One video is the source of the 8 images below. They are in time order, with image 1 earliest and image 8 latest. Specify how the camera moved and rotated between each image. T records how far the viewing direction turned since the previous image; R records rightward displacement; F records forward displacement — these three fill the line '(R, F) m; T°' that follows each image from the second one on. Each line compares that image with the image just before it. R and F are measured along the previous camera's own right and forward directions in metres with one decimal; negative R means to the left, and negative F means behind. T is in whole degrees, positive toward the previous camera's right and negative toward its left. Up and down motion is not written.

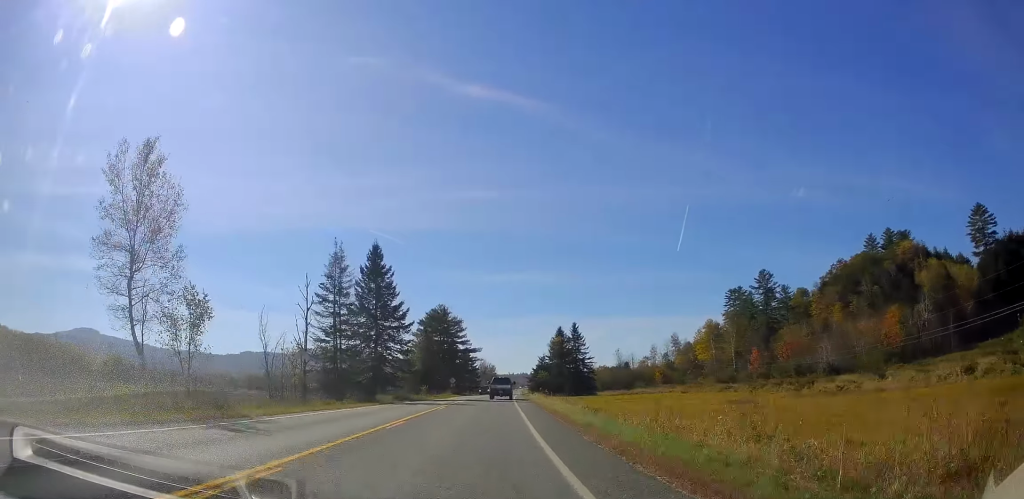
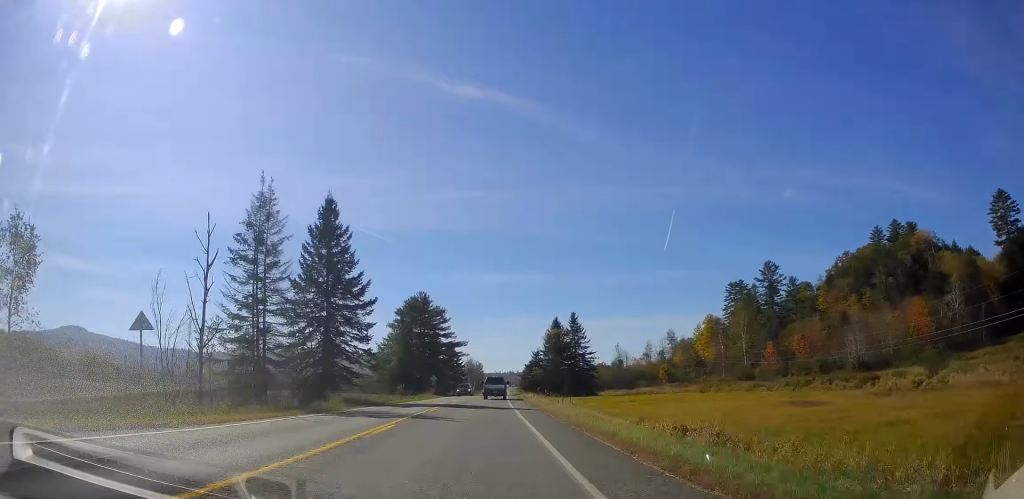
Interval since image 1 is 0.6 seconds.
(+0.2, +13.4) m; +1°
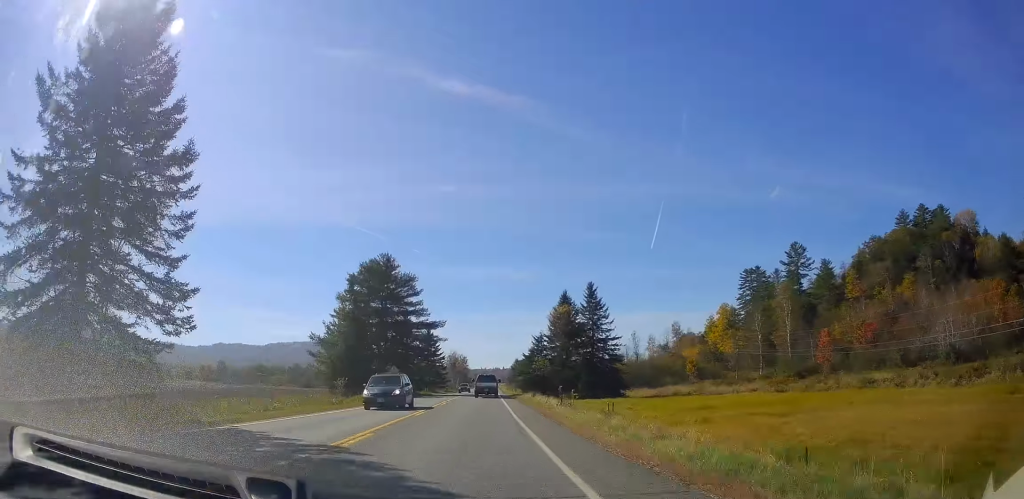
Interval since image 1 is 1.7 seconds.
(0.0, +26.4) m; 0°
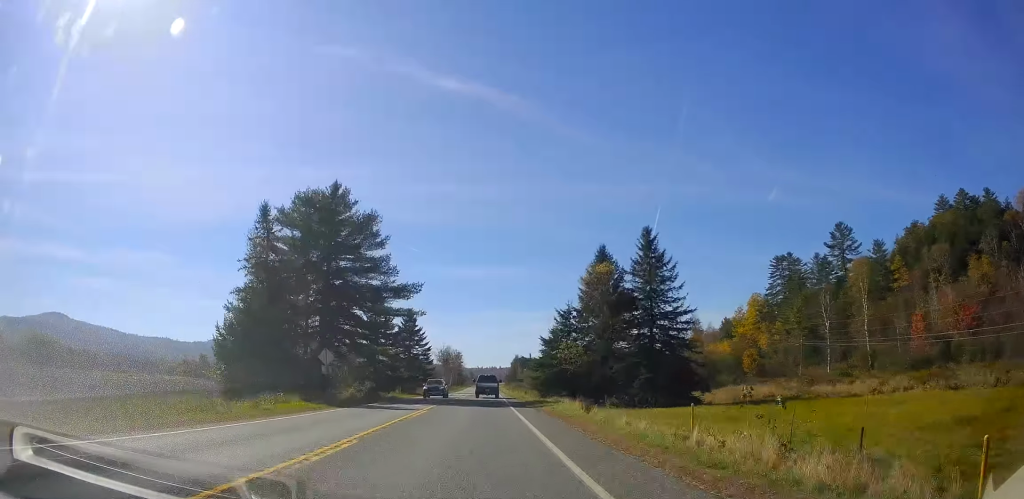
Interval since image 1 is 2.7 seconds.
(+0.2, +25.9) m; +1°
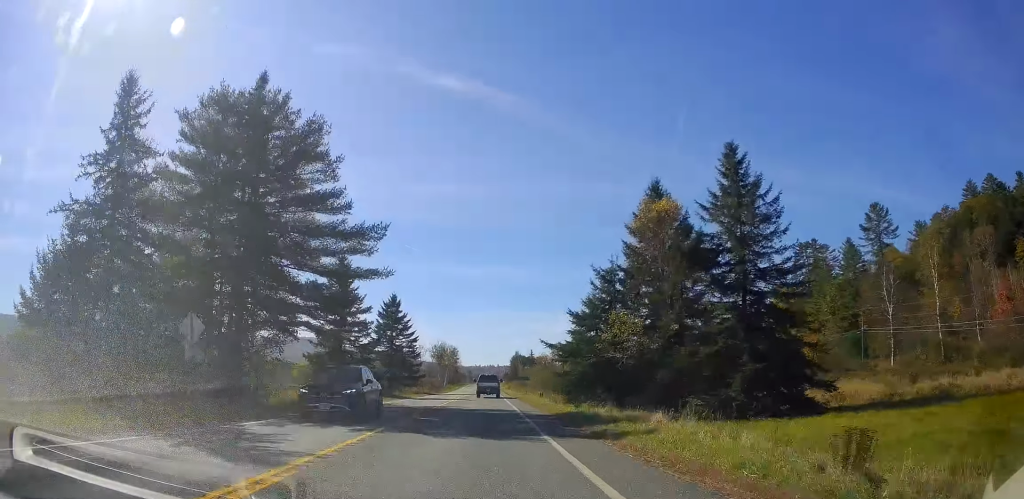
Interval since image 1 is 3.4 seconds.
(+0.4, +17.0) m; 0°
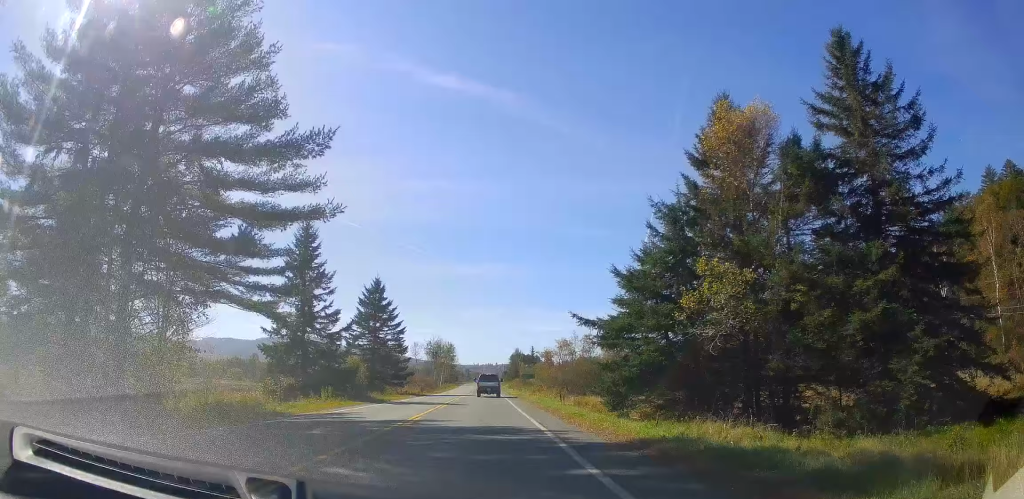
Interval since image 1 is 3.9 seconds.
(-0.1, +11.4) m; 0°
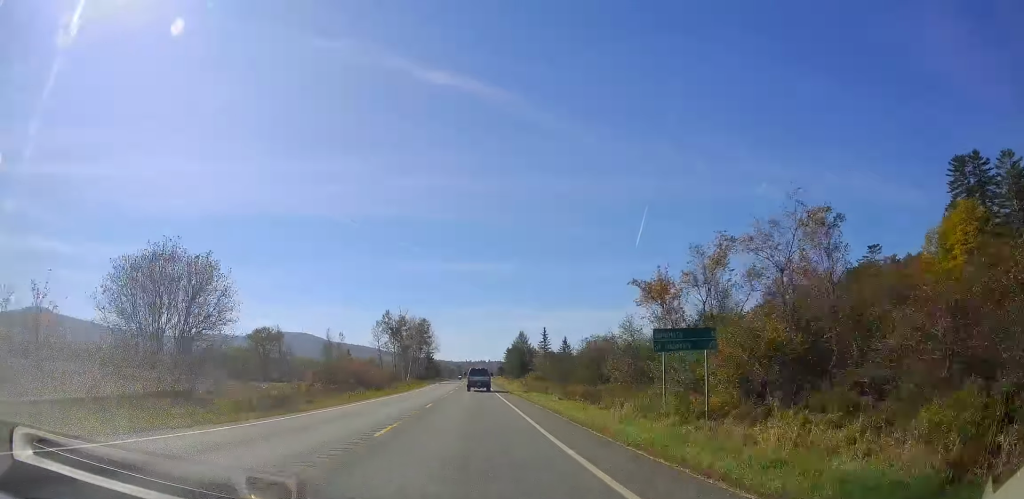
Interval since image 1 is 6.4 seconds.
(+1.0, +61.6) m; +2°
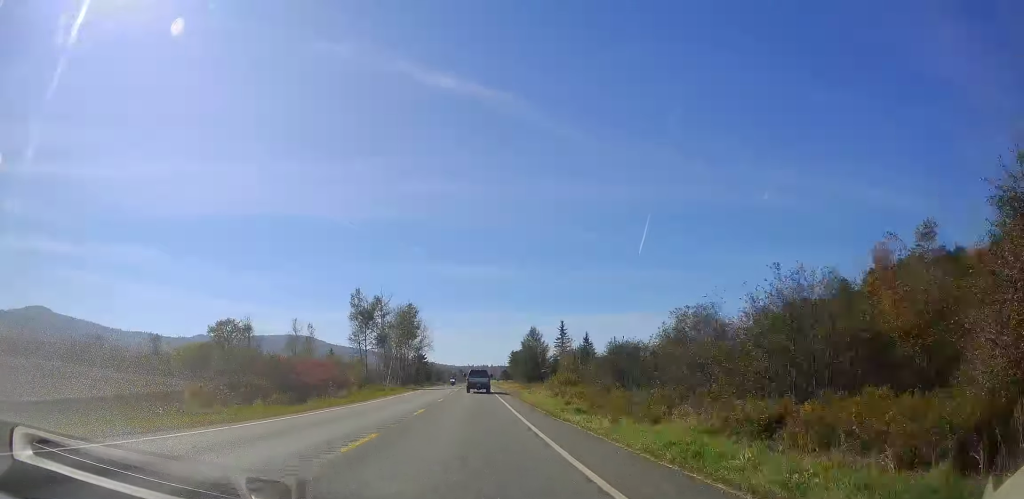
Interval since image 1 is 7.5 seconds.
(-0.3, +26.8) m; -1°
